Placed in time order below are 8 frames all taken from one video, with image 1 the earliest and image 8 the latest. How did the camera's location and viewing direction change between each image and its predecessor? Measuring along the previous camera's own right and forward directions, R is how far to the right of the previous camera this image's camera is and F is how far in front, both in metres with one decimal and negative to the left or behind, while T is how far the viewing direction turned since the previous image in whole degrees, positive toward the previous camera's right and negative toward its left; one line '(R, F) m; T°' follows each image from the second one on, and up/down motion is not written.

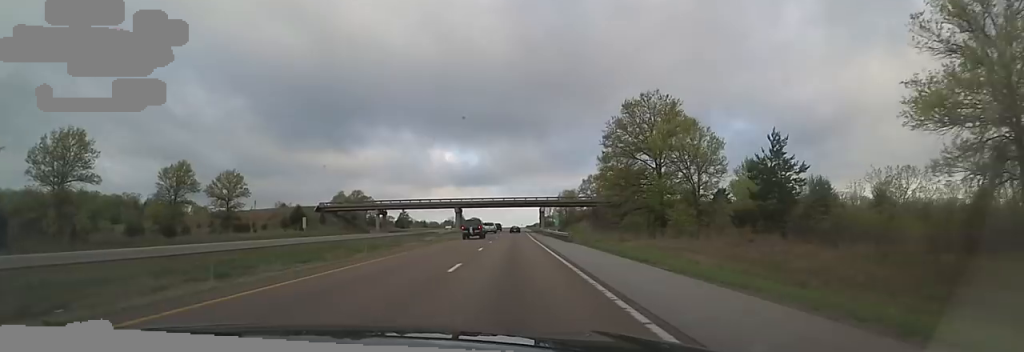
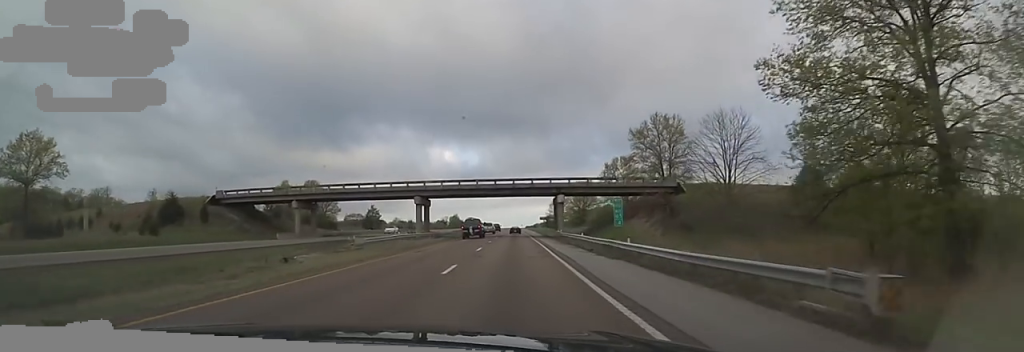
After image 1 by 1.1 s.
(-0.7, +37.3) m; 0°
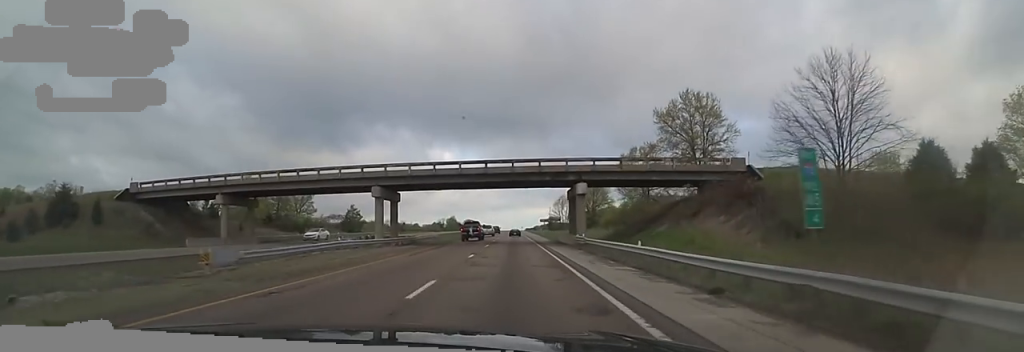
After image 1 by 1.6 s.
(+0.3, +16.8) m; +1°
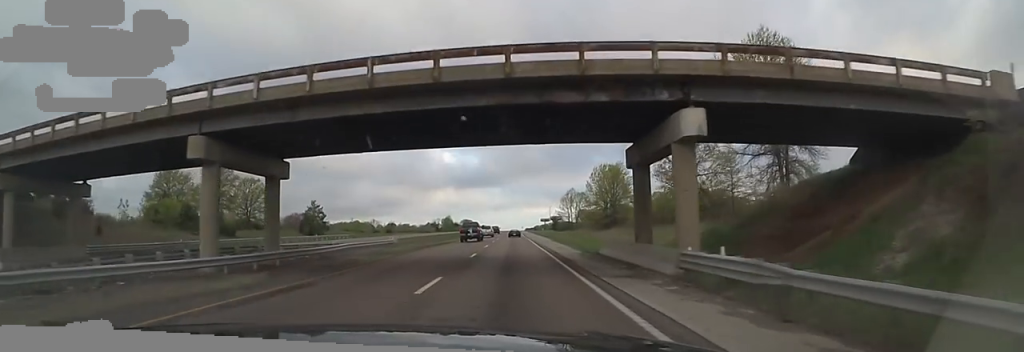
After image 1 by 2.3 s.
(+0.5, +23.5) m; +1°
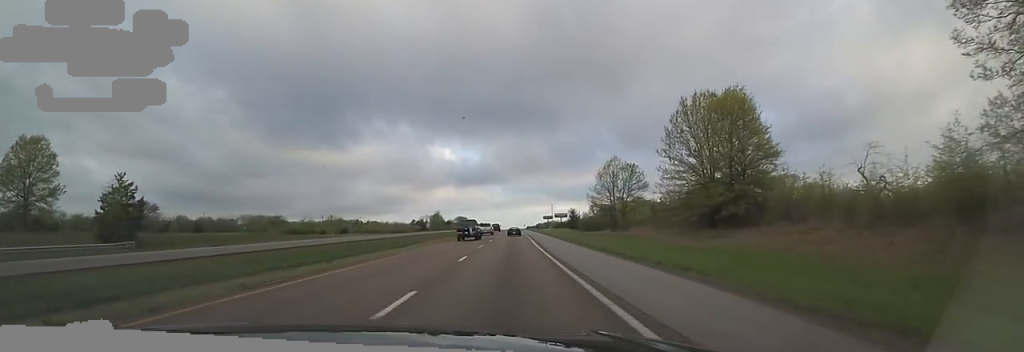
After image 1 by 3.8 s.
(-0.6, +51.0) m; -2°
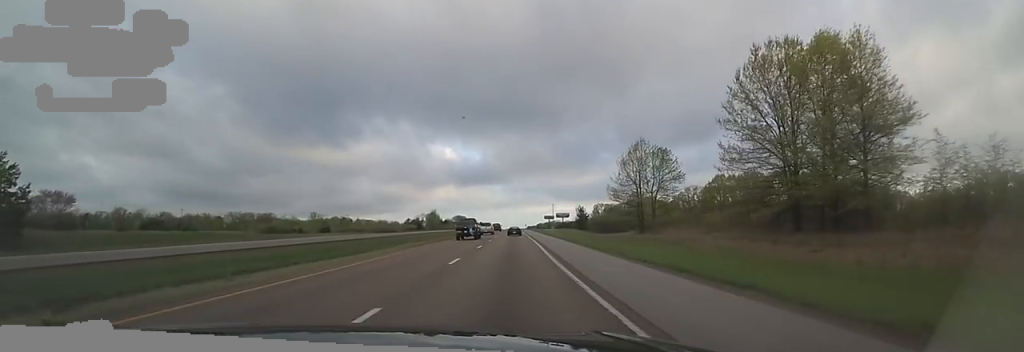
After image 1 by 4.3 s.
(-0.1, +14.6) m; -1°
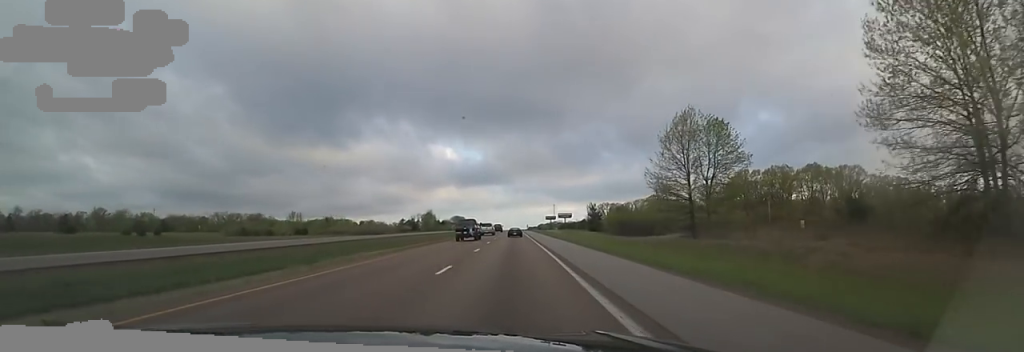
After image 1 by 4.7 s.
(0.0, +16.0) m; 0°
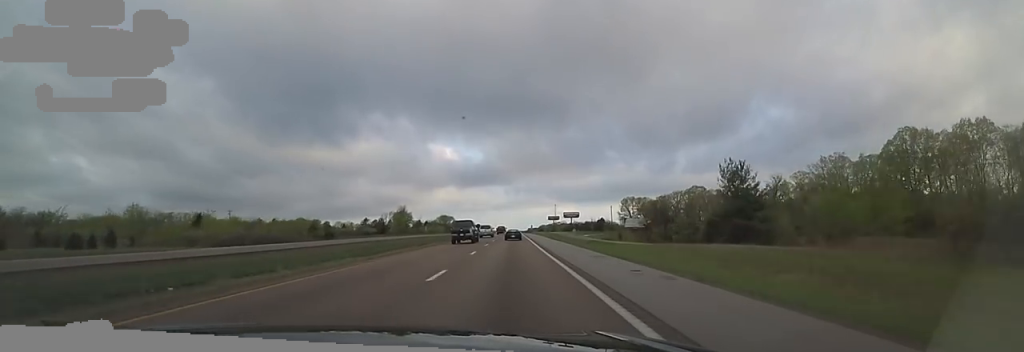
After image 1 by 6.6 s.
(-0.4, +62.8) m; -1°
